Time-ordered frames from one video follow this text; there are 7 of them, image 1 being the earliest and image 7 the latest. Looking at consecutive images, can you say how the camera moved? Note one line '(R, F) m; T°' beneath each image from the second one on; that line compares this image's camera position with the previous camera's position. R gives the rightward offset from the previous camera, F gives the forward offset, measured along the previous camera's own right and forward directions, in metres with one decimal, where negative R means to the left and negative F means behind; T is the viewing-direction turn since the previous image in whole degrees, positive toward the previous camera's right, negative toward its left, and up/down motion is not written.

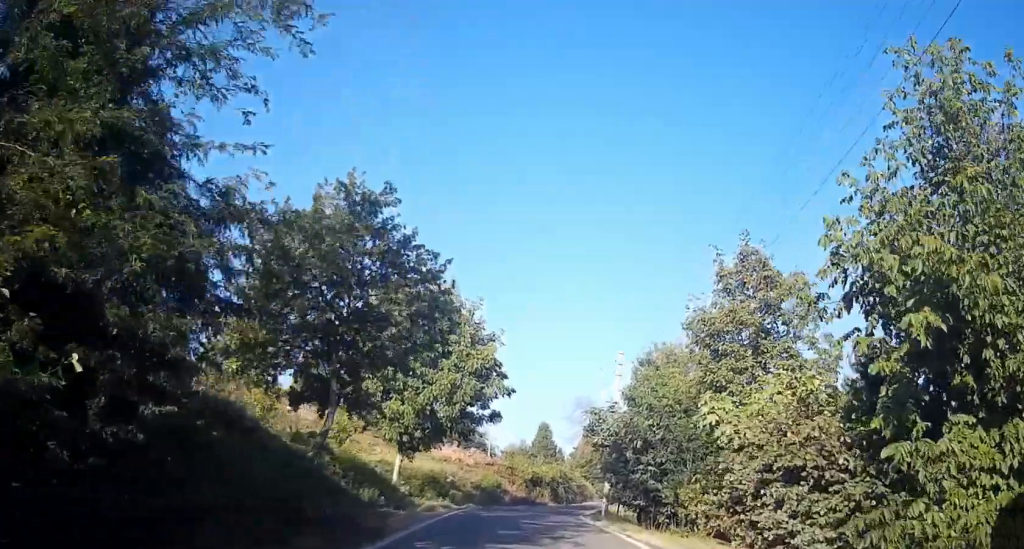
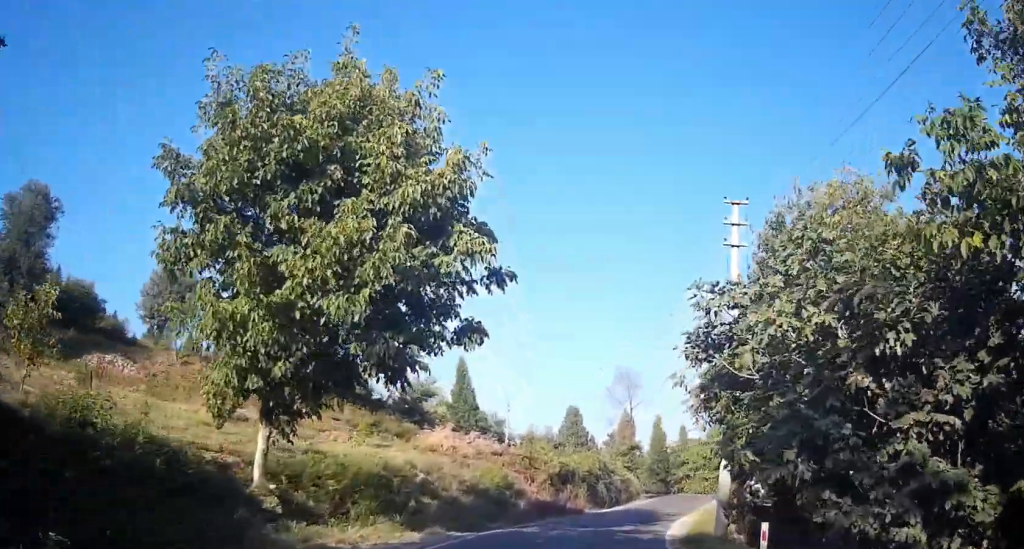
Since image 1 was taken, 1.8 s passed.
(+1.8, +12.8) m; +24°
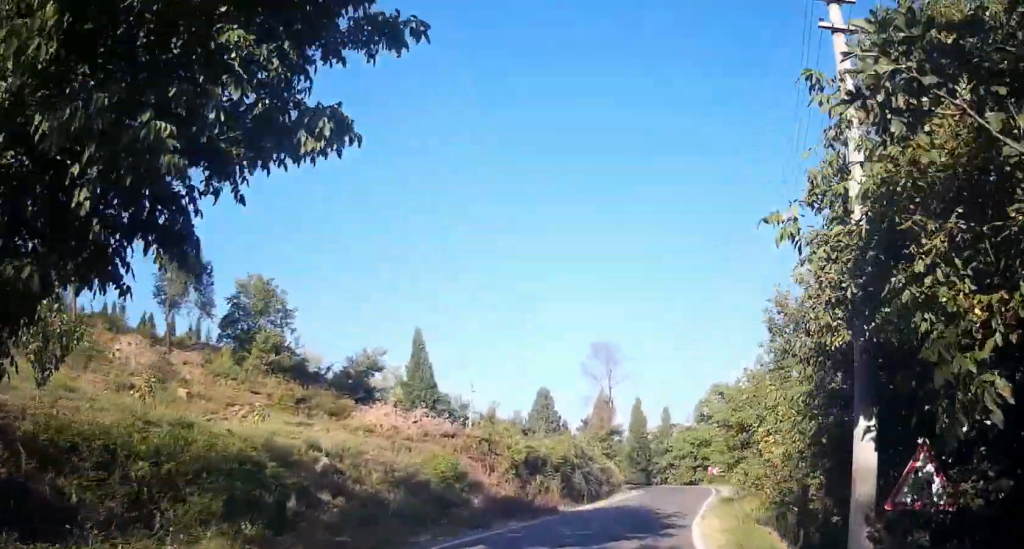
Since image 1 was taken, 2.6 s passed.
(+1.1, +5.7) m; +11°
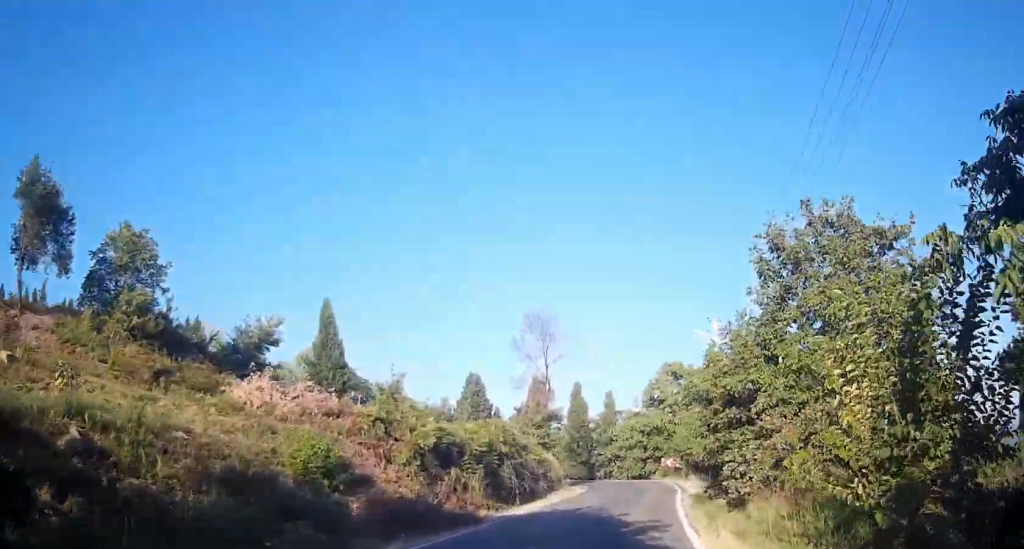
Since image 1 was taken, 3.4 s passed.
(+0.4, +6.2) m; +9°
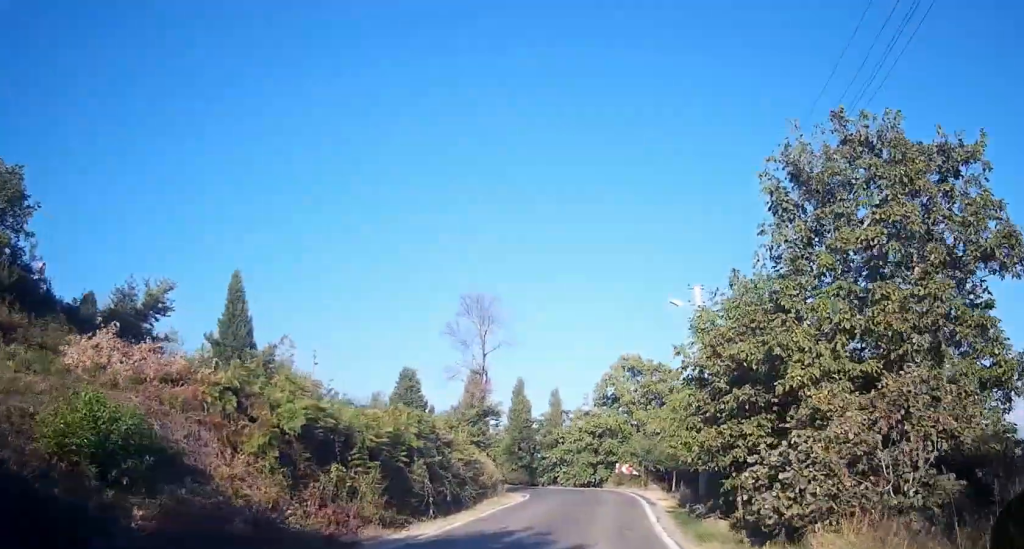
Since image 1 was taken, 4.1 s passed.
(+0.2, +6.0) m; +9°
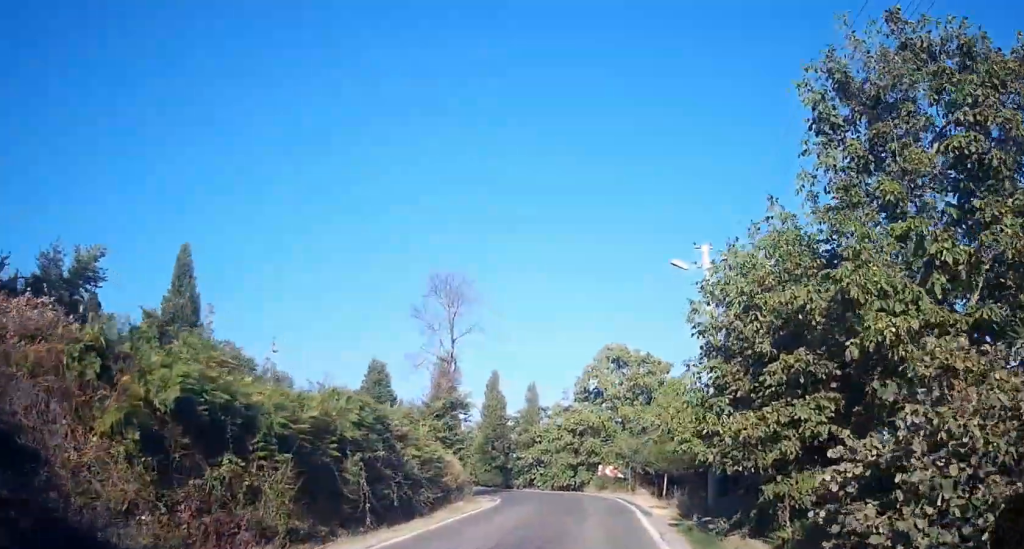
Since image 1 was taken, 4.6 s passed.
(+0.3, +4.2) m; +7°
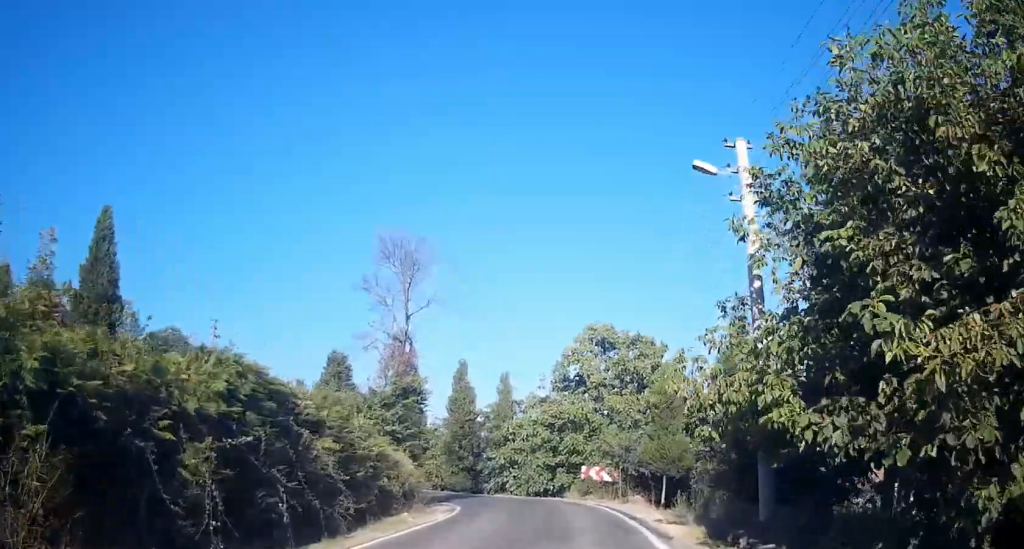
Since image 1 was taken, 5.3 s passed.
(+0.6, +6.2) m; +6°
